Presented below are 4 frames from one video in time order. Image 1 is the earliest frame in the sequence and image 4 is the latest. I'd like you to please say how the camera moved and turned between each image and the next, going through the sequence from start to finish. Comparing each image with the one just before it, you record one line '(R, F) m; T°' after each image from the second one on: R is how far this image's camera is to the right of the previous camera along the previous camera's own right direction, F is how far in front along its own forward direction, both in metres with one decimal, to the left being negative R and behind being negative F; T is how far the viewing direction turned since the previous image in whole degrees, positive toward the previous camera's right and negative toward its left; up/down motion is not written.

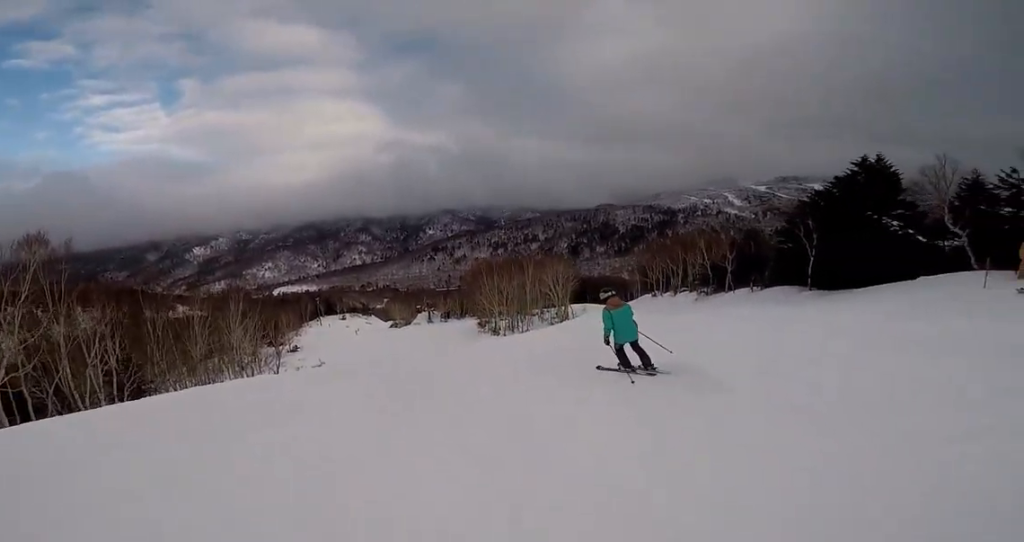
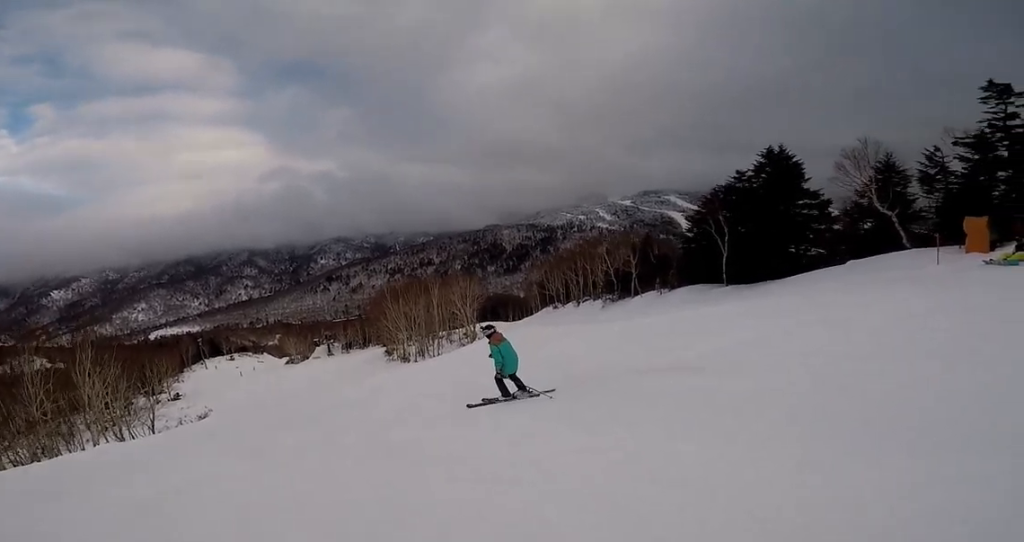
(+0.5, +4.2) m; +12°
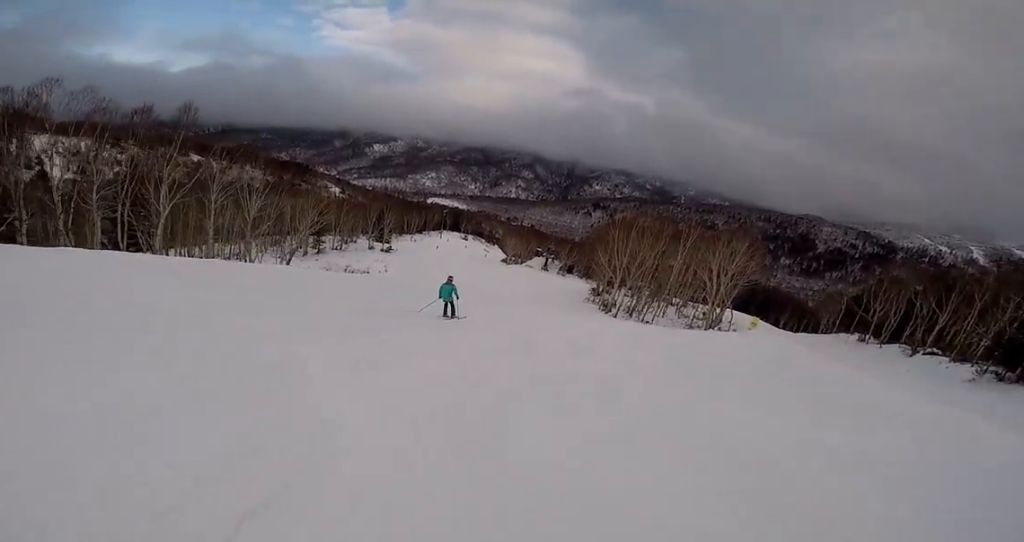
(+1.1, +15.6) m; -37°
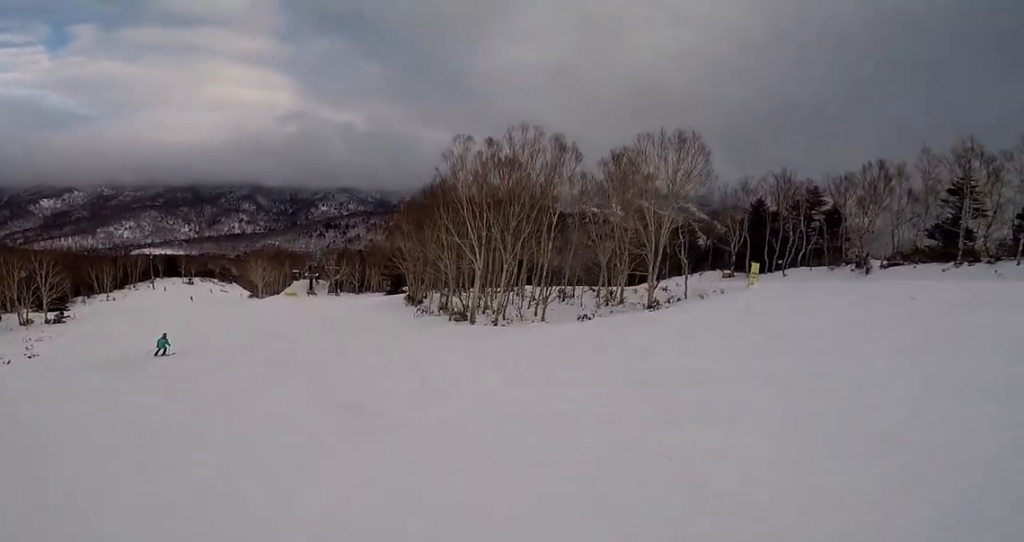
(+5.9, +25.6) m; +36°
